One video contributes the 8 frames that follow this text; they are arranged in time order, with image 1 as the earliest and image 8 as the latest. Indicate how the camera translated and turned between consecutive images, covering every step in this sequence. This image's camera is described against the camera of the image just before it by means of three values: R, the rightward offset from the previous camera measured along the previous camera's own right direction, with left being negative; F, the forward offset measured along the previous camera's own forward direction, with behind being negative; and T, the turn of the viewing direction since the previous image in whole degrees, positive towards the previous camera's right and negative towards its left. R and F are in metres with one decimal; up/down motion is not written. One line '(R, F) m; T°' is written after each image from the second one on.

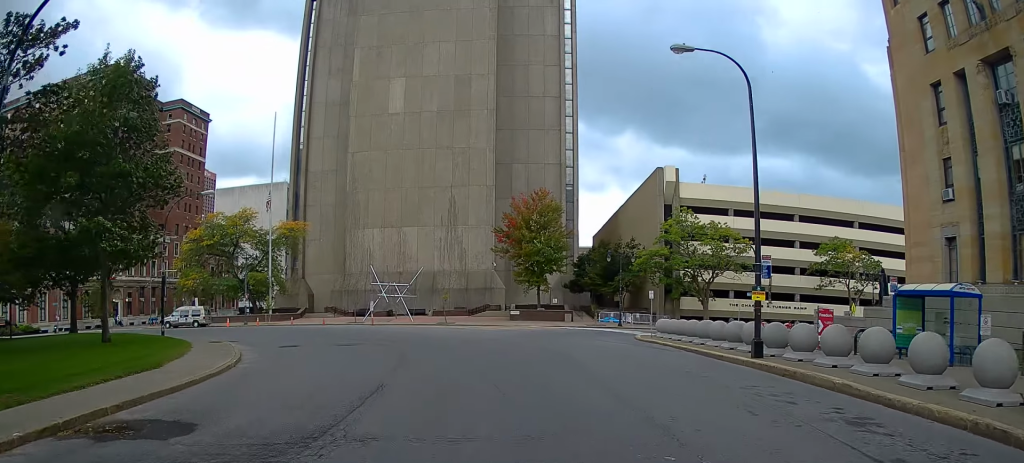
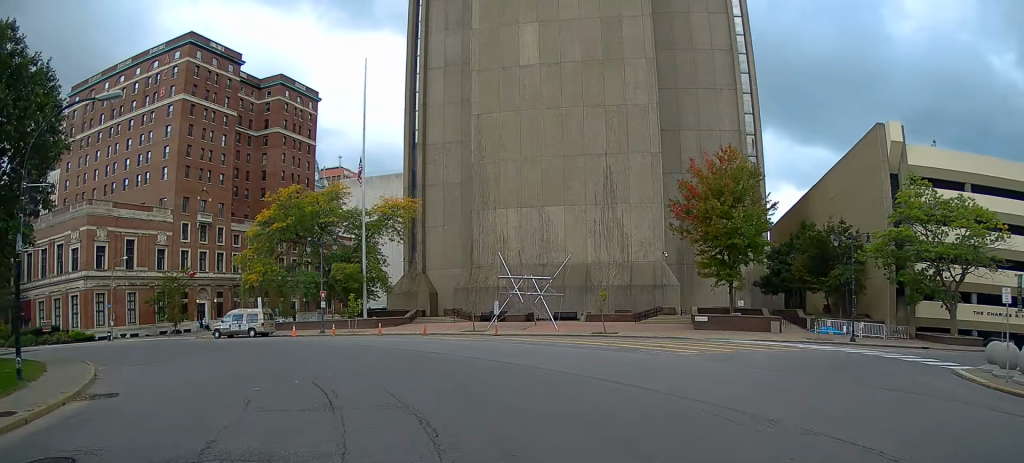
(-2.6, +19.8) m; -17°
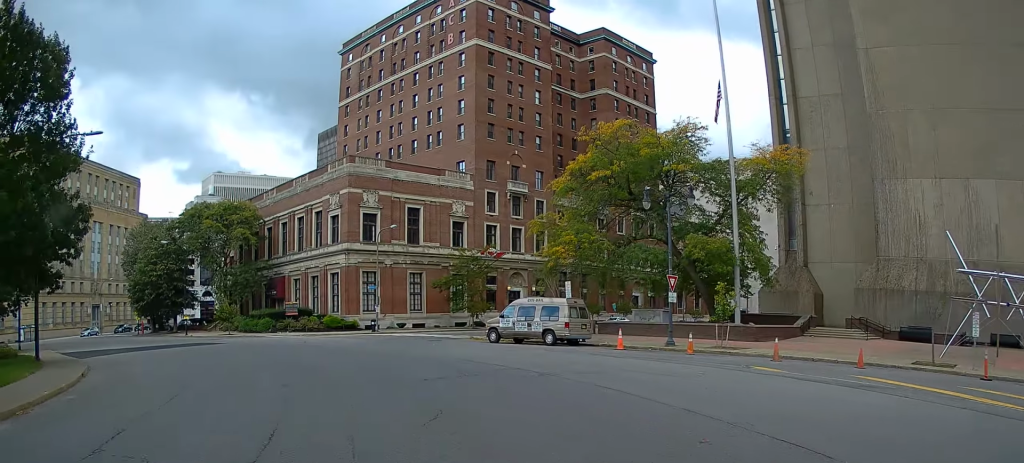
(-2.9, +18.7) m; -19°
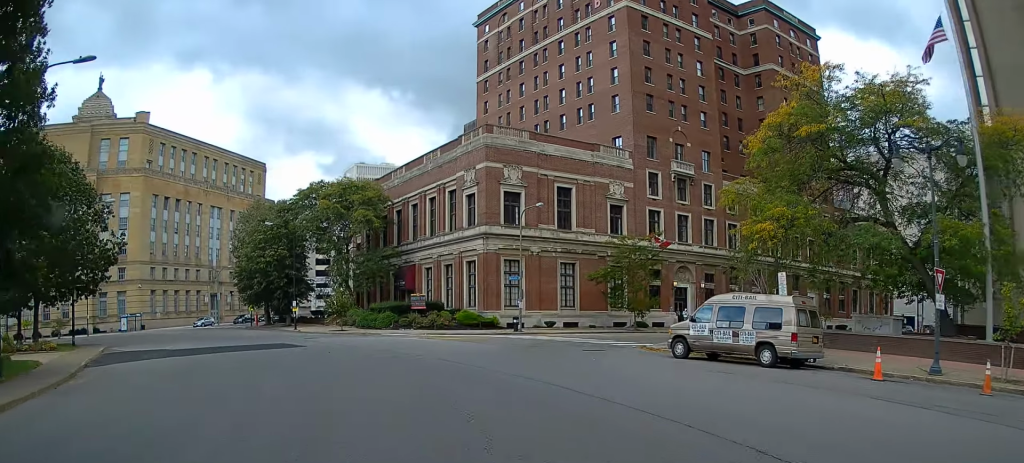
(-1.2, +9.6) m; -9°
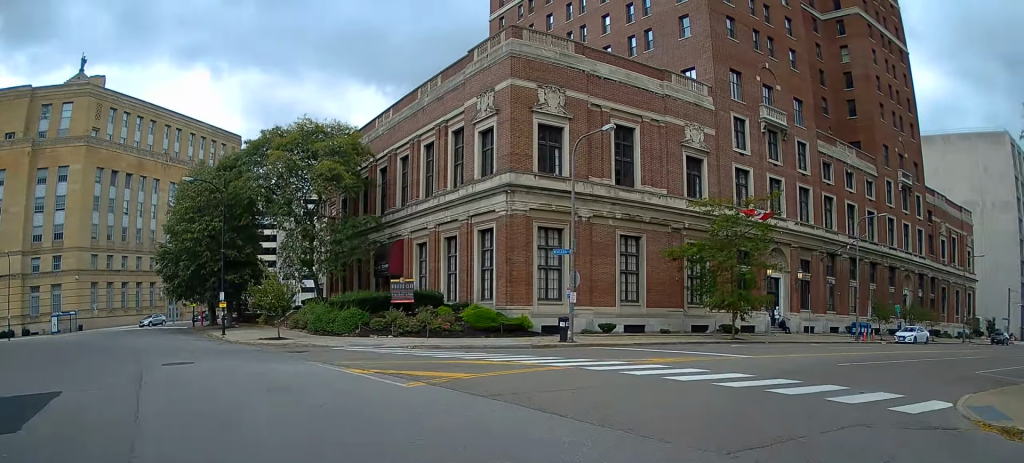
(-2.6, +19.9) m; +7°
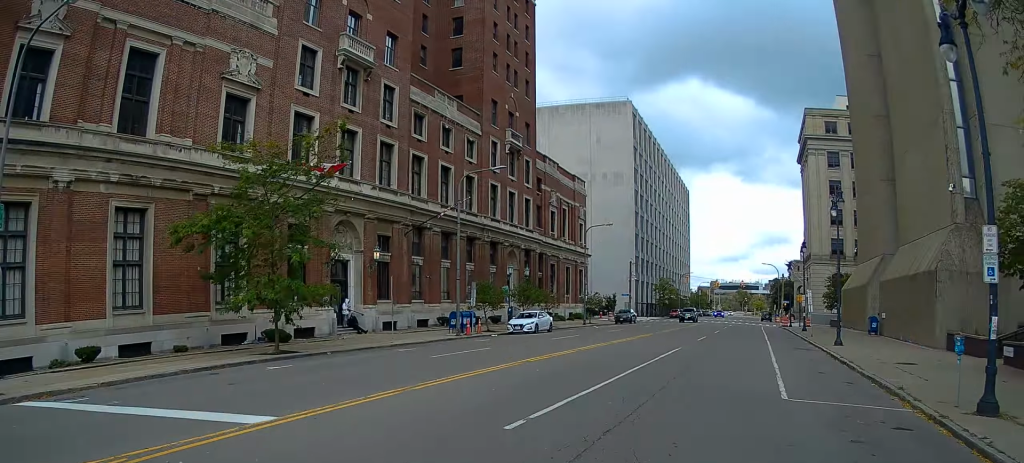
(+3.2, +13.4) m; +18°
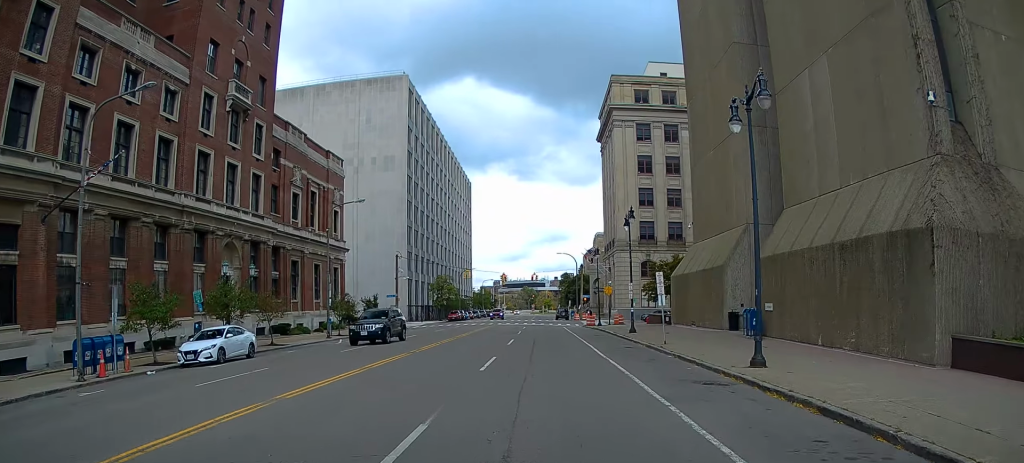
(+3.4, +16.3) m; +16°
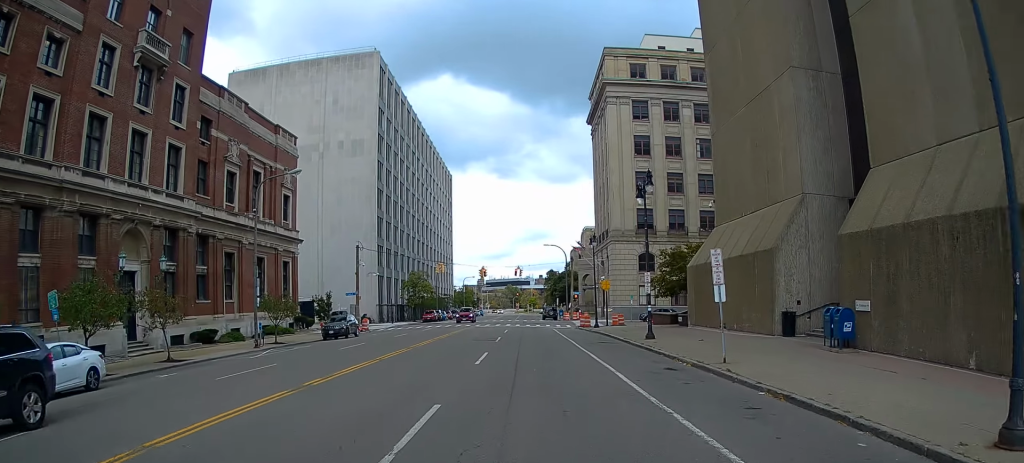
(+0.6, +9.6) m; +5°
